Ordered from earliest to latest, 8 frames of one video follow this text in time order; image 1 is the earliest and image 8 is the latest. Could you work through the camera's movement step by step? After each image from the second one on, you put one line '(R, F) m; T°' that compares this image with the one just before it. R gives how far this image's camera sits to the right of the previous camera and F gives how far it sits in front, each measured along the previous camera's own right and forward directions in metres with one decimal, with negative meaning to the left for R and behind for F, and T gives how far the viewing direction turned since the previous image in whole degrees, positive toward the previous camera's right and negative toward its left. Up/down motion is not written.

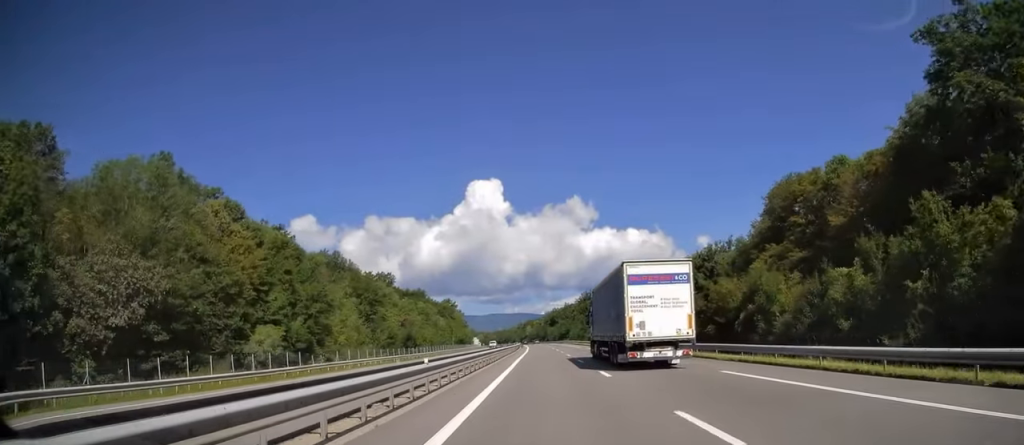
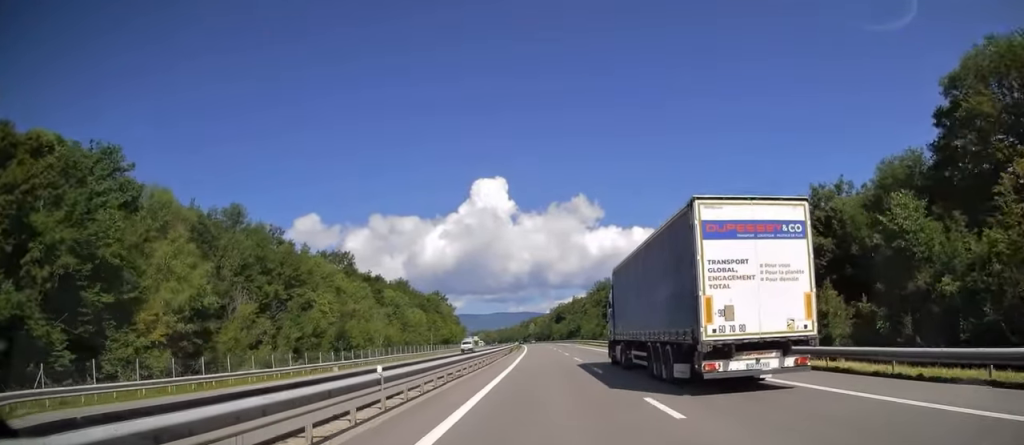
(0.0, +36.6) m; -1°
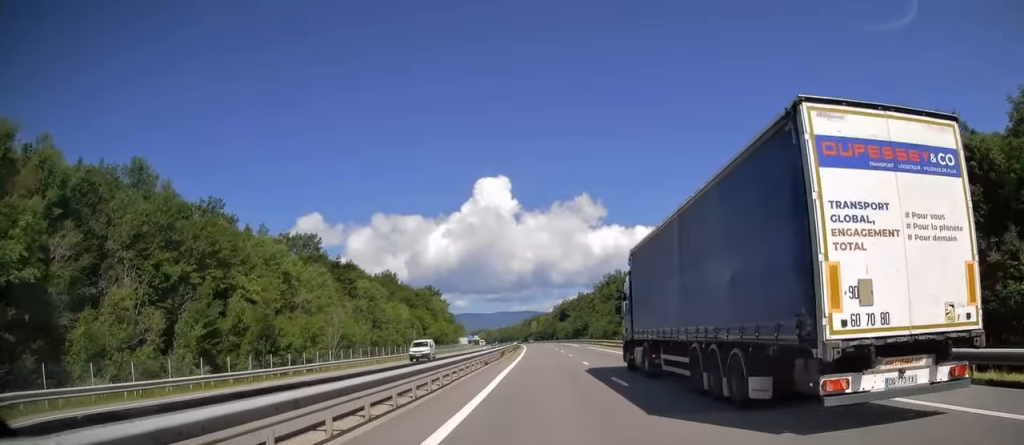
(-0.1, +19.3) m; 0°
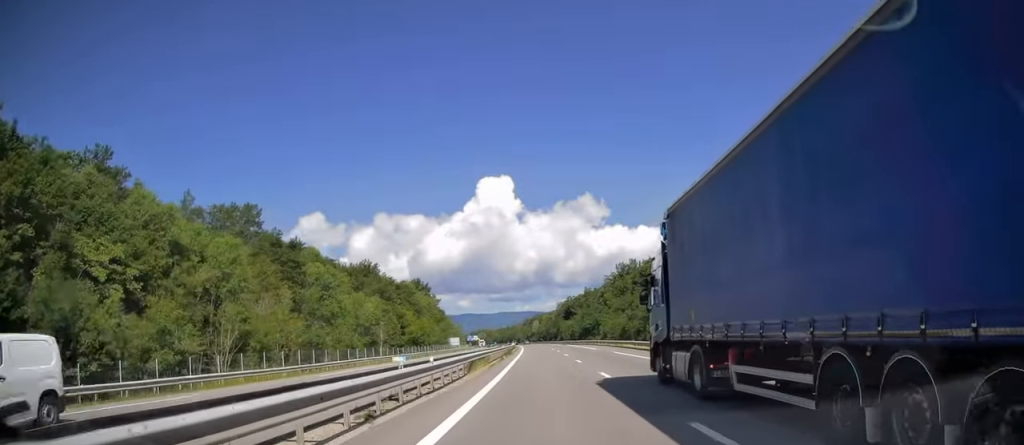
(-0.2, +23.1) m; -1°
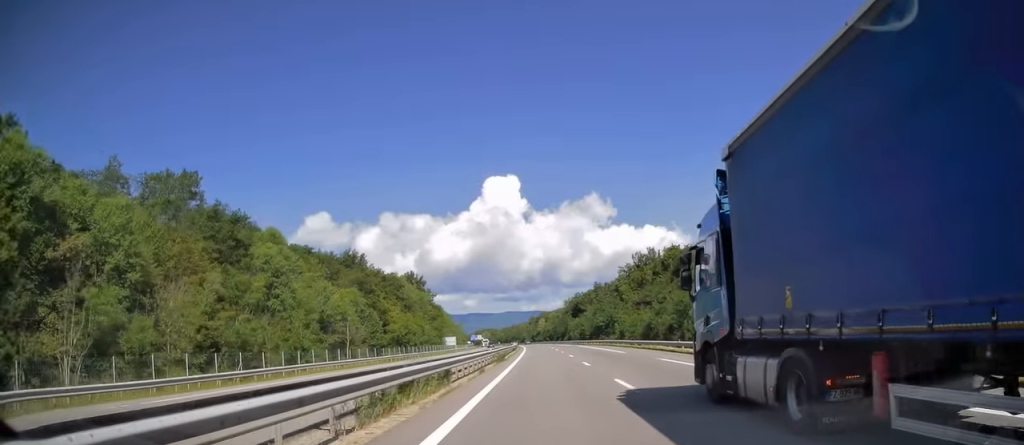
(0.0, +16.6) m; 0°
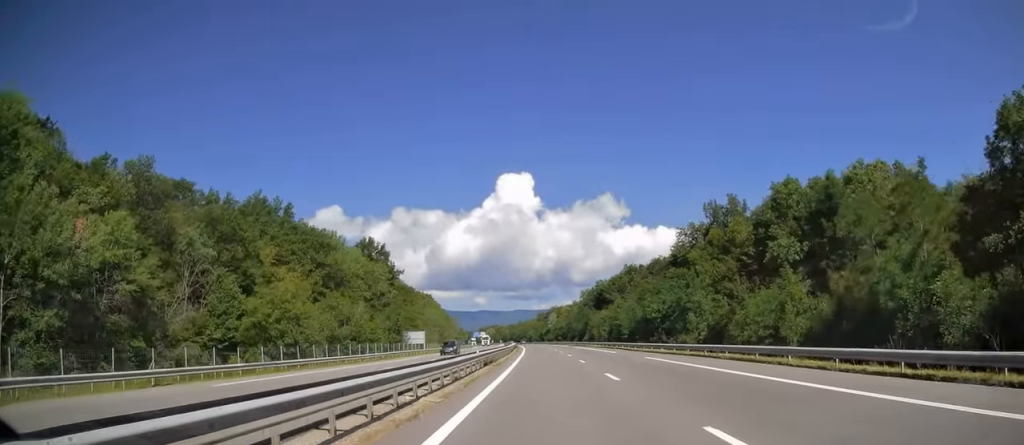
(-0.2, +48.4) m; 0°
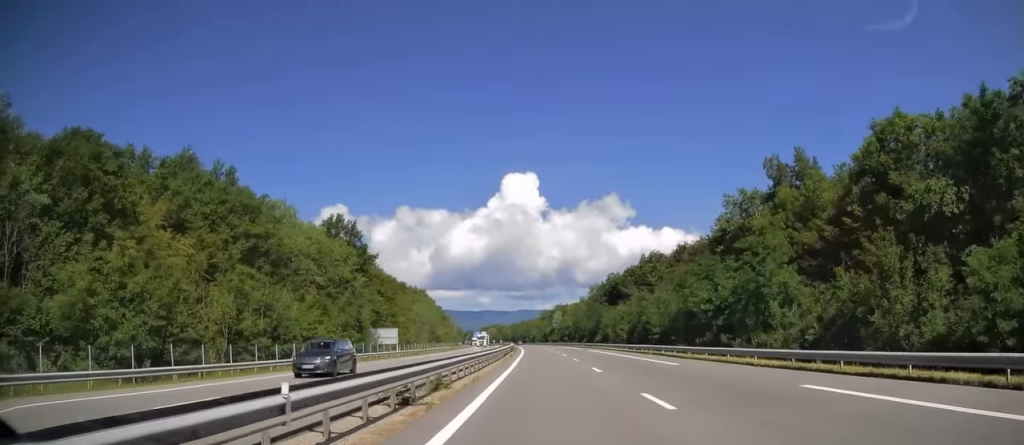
(0.0, +20.5) m; -1°
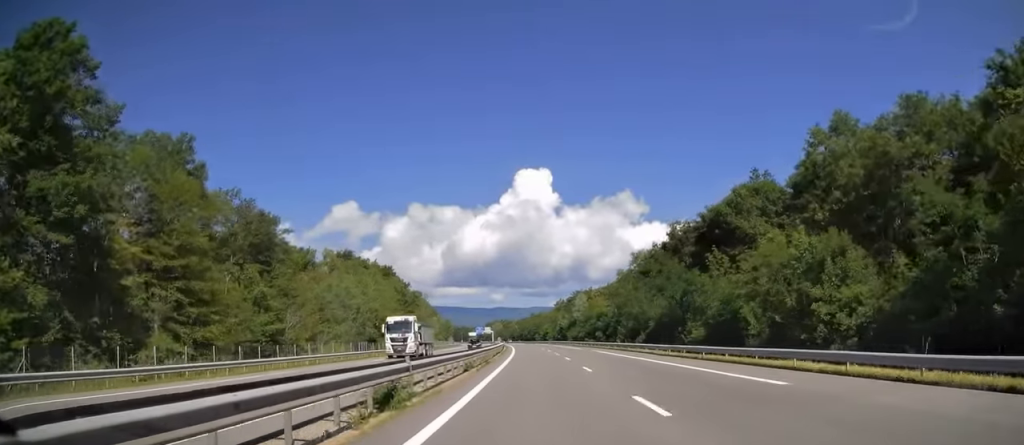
(-1.0, +64.8) m; -2°
